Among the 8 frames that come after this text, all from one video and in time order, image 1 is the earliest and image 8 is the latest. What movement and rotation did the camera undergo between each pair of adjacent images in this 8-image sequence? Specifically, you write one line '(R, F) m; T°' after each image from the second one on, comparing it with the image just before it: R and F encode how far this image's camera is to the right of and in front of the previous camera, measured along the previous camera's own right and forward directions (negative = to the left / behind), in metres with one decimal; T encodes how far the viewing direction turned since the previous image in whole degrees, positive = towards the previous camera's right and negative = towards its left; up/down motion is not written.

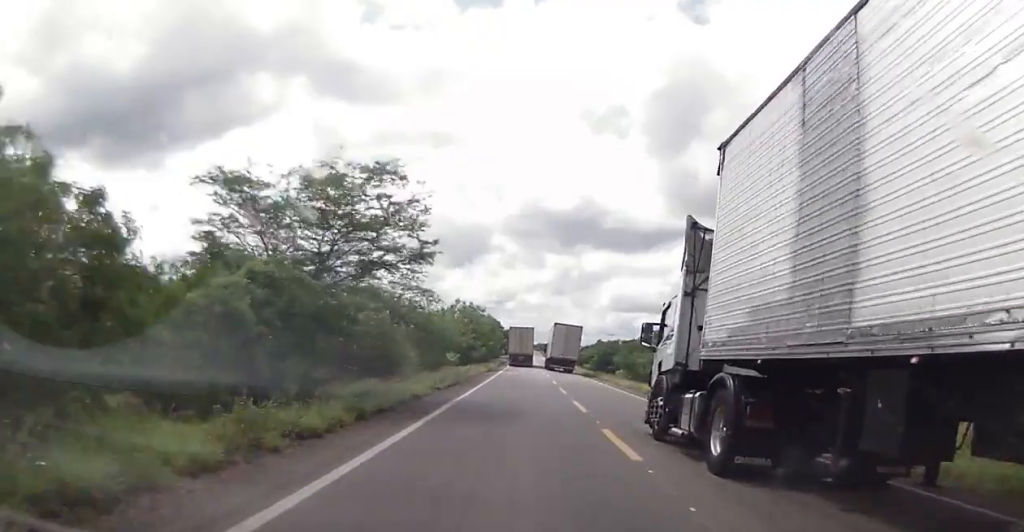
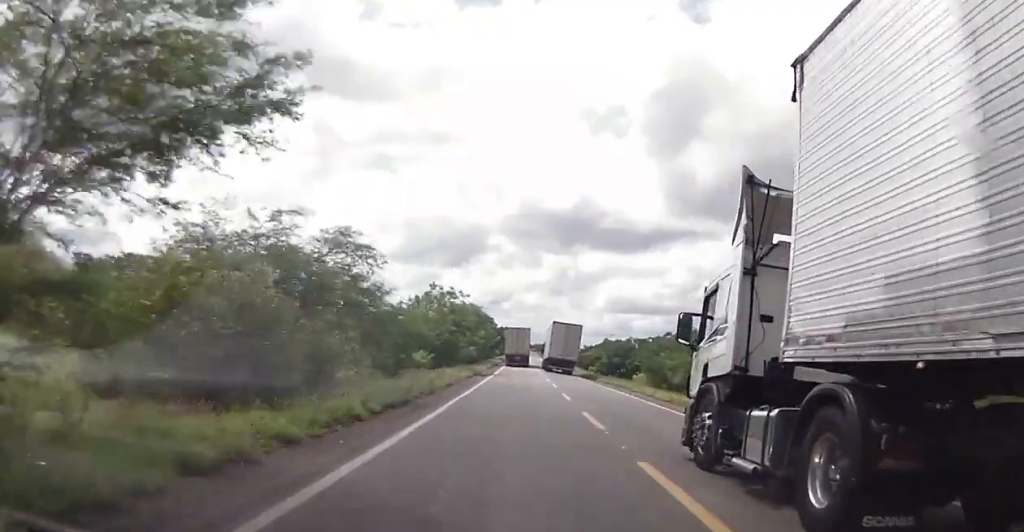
(0.0, +11.9) m; 0°
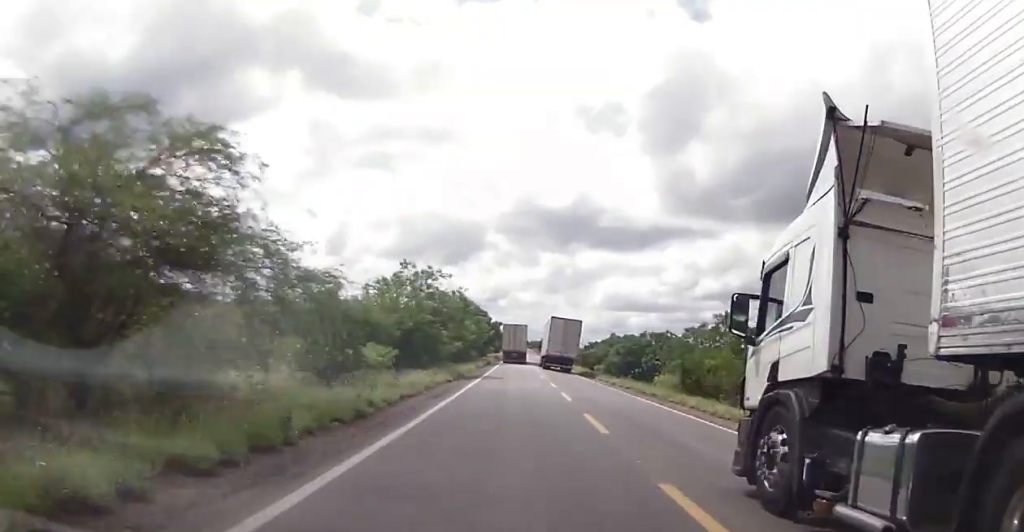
(-0.1, +9.6) m; 0°
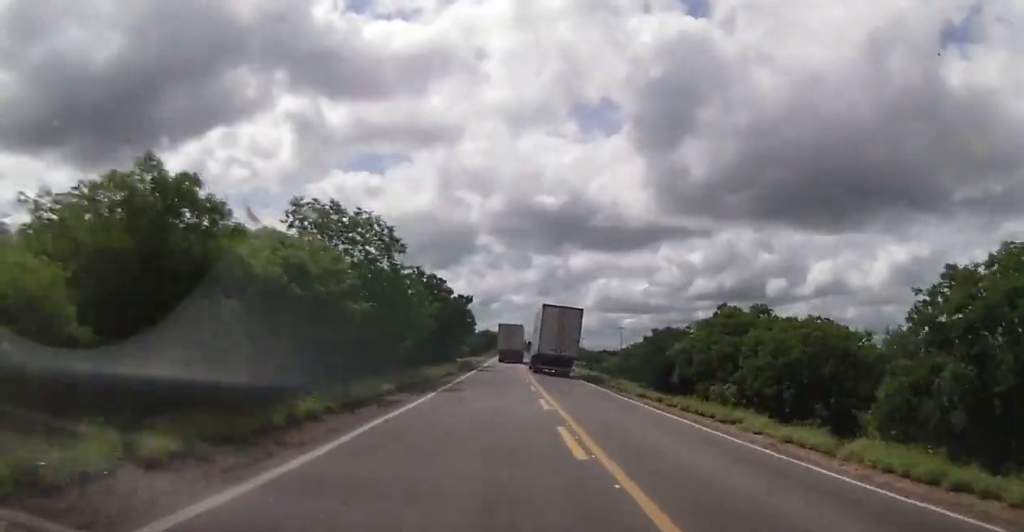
(+0.8, +44.5) m; +3°
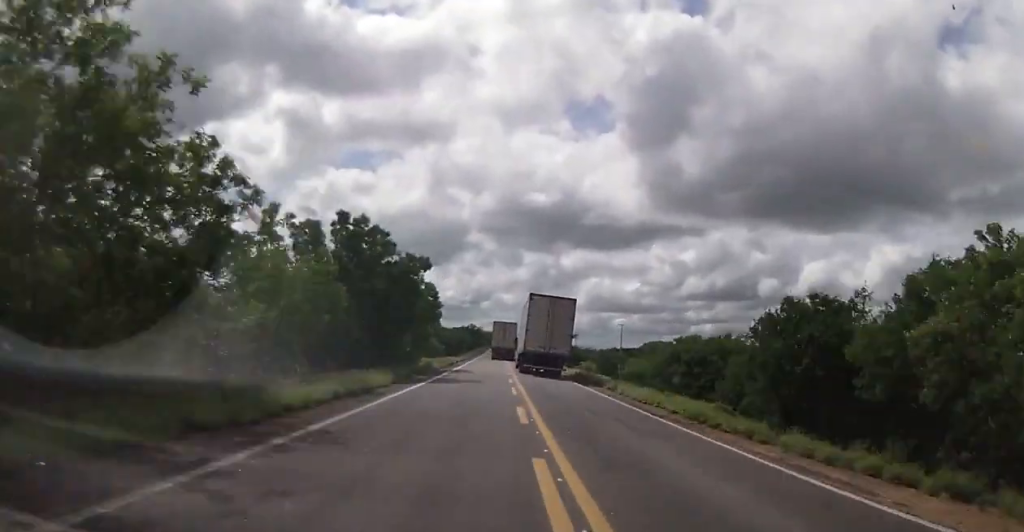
(0.0, +20.4) m; -1°
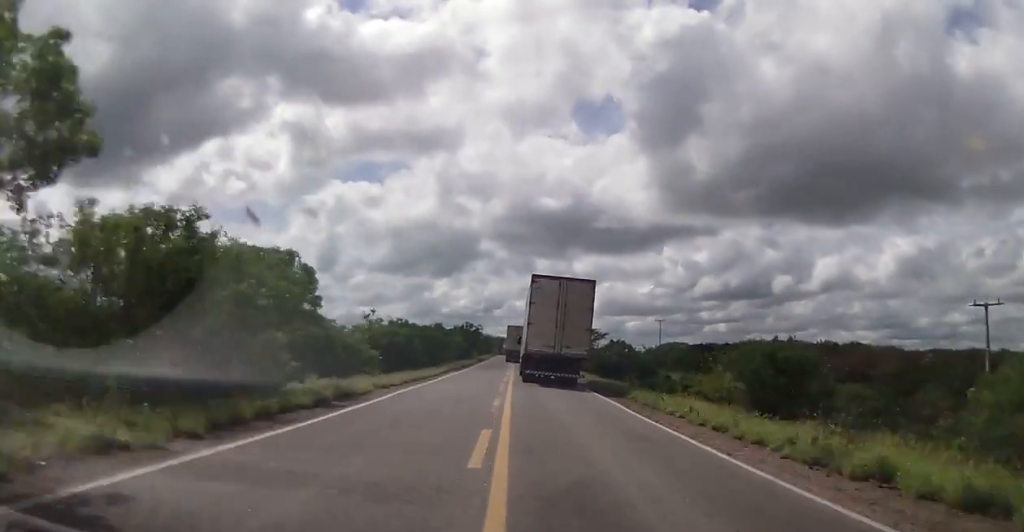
(0.0, +37.5) m; +1°
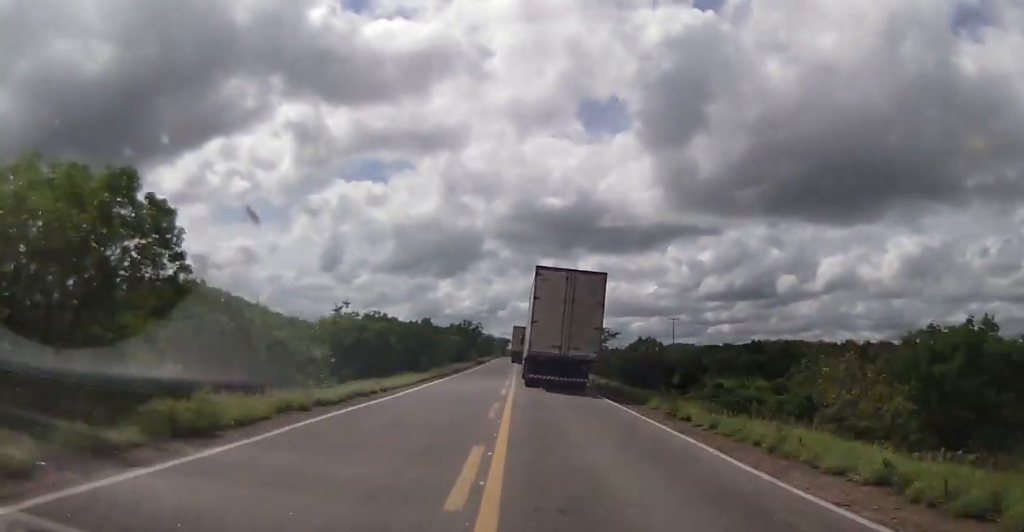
(0.0, +10.2) m; 0°
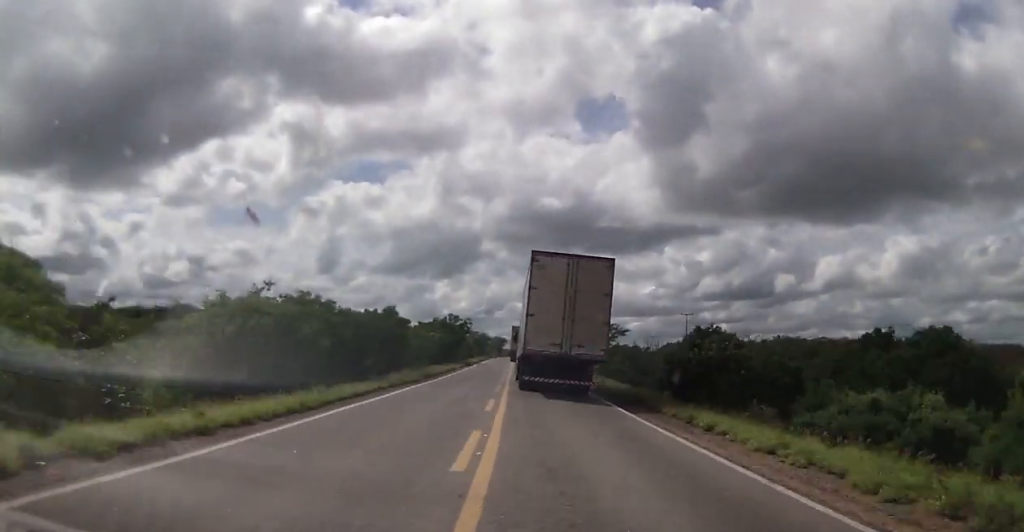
(0.0, +14.5) m; -1°
